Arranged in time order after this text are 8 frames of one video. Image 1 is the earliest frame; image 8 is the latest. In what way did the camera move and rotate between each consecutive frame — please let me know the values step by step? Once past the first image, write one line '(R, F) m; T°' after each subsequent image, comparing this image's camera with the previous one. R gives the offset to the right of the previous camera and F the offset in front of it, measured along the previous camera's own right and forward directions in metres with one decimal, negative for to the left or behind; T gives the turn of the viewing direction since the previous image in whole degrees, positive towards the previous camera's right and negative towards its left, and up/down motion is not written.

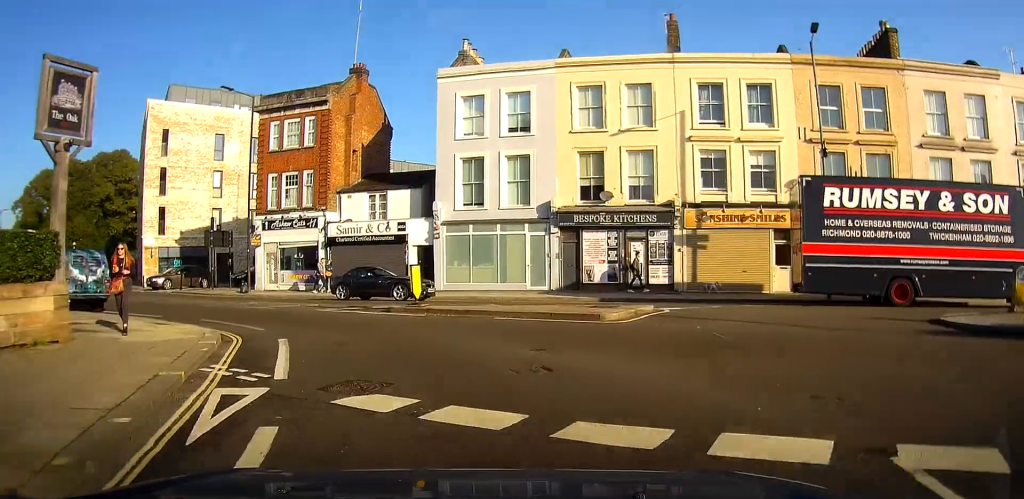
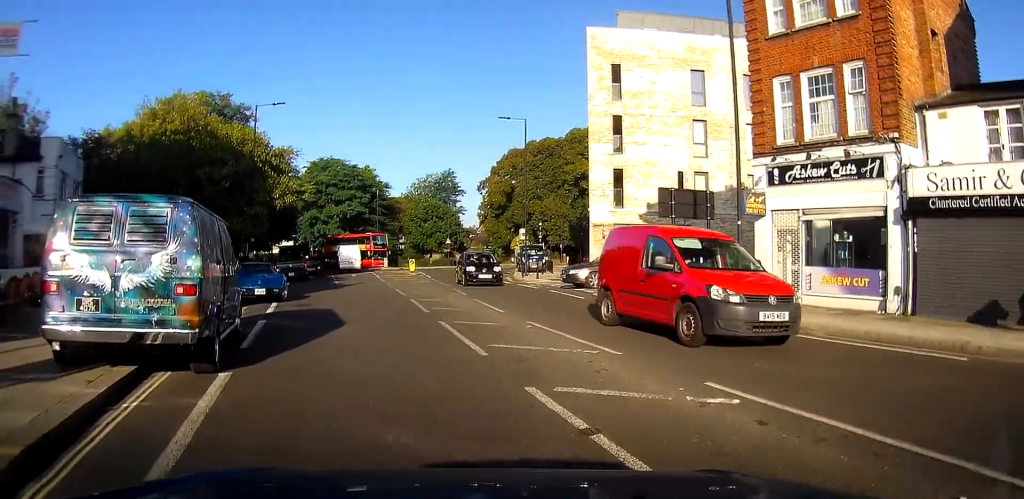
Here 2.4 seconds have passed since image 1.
(-7.1, +15.2) m; -51°
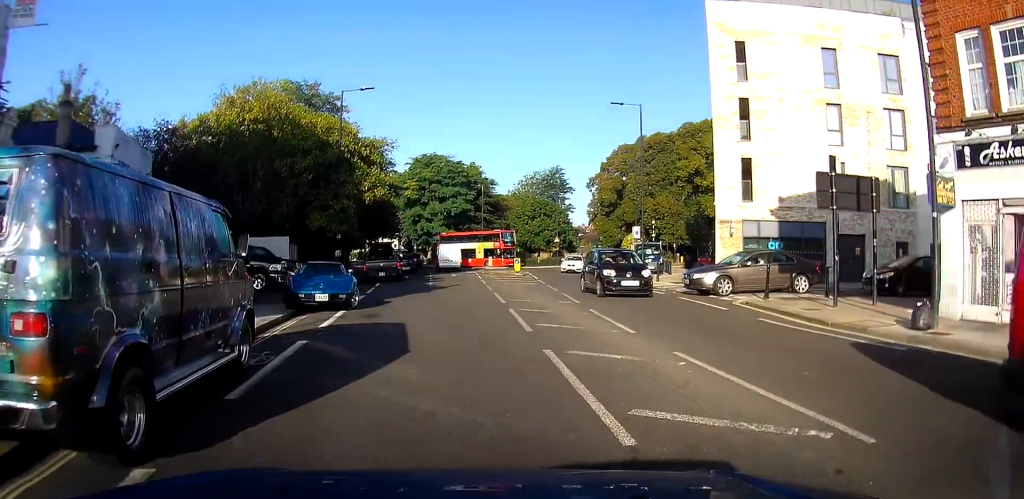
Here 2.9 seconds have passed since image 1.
(-0.3, +3.9) m; -8°
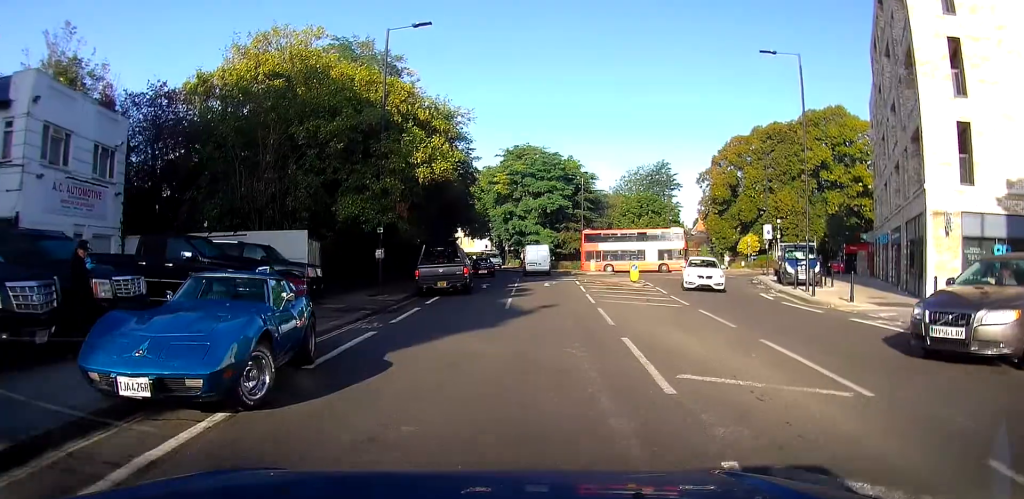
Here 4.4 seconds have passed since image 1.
(-1.3, +10.4) m; -6°
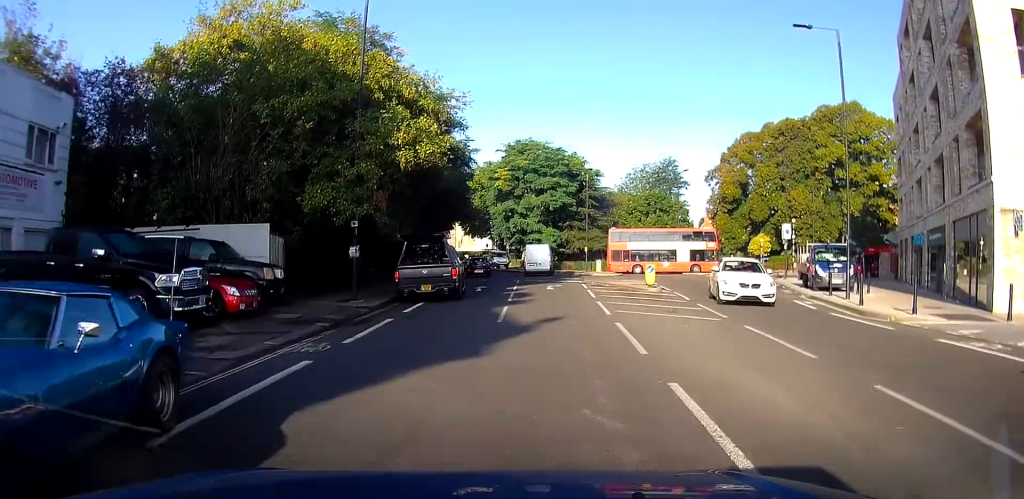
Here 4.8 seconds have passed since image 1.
(+0.2, +3.6) m; 0°
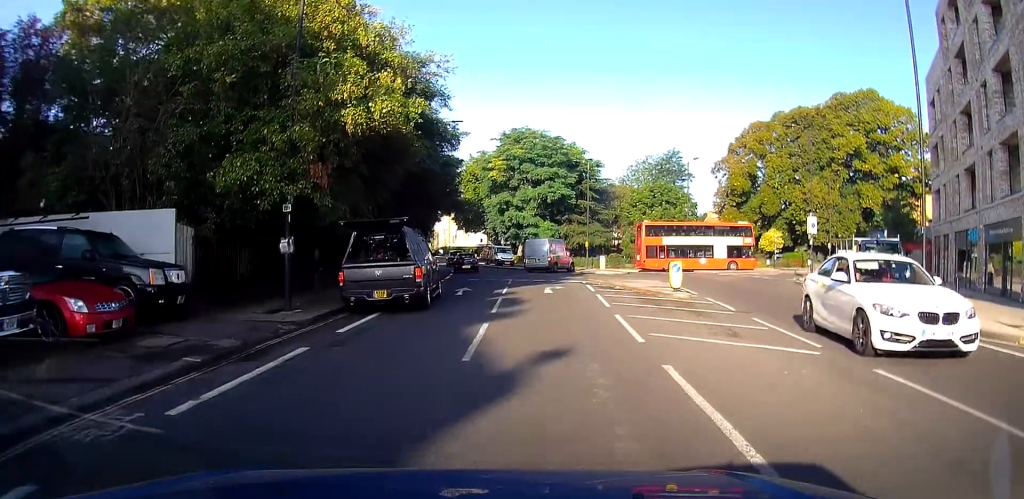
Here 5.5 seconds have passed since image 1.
(0.0, +5.2) m; -1°
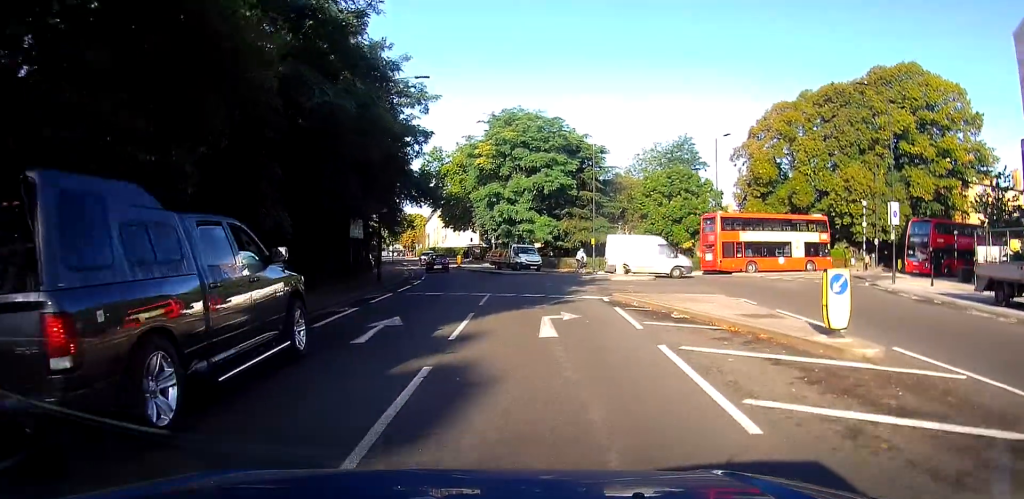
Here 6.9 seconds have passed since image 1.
(-0.4, +11.0) m; 0°
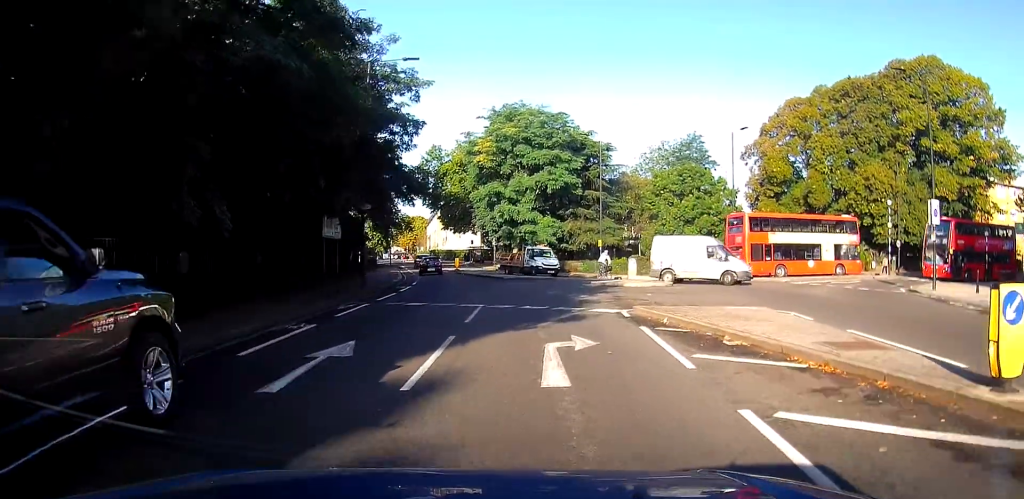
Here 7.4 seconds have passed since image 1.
(0.0, +3.5) m; +1°
